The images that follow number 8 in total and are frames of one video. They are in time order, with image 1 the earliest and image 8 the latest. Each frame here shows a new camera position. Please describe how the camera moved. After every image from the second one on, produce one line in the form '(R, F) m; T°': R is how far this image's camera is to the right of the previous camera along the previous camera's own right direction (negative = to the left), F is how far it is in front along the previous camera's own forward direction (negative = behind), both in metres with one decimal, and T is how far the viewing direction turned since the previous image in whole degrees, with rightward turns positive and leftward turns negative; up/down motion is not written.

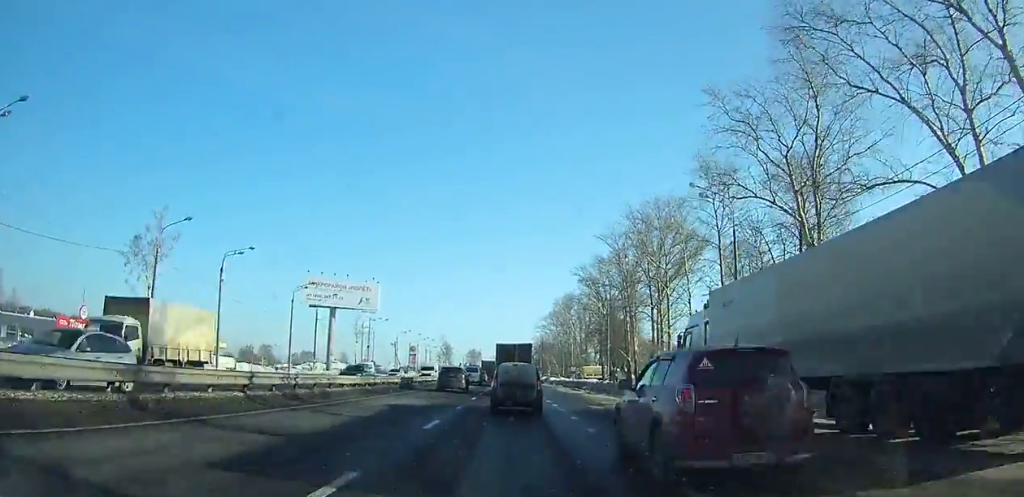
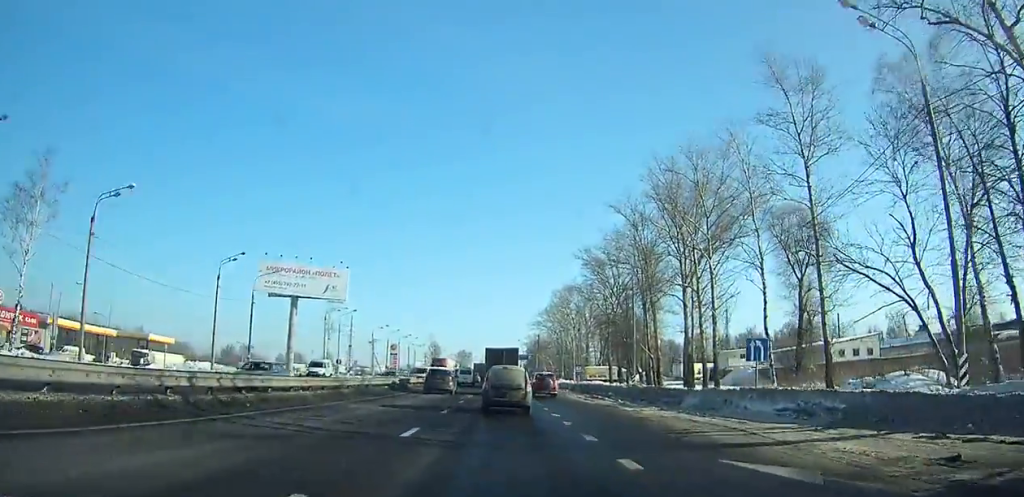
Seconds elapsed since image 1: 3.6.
(0.0, +18.6) m; 0°
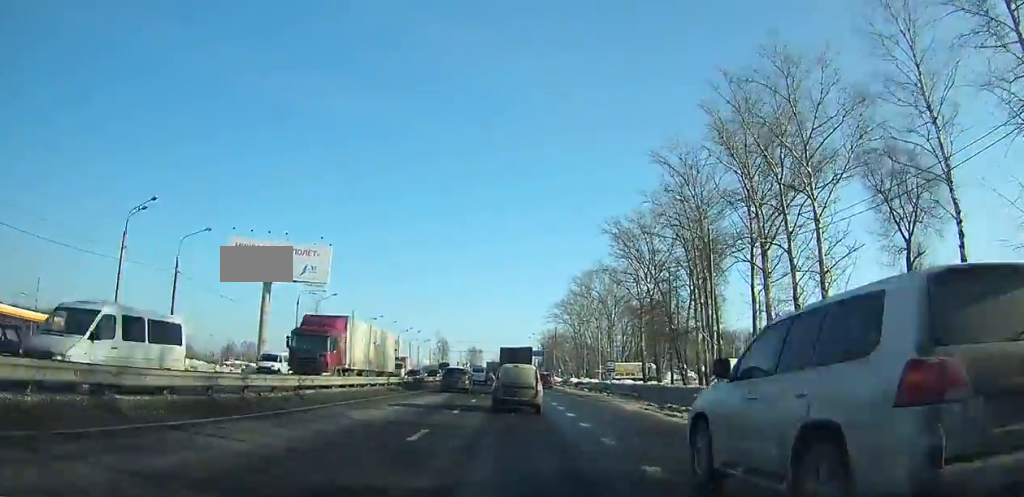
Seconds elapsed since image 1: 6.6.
(-0.1, +15.3) m; -1°
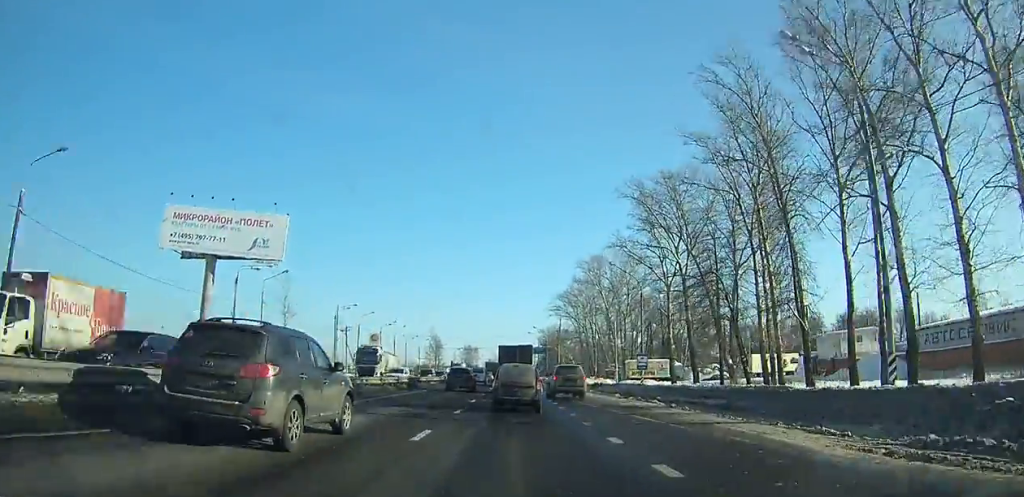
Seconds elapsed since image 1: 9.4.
(-0.1, +15.4) m; -1°
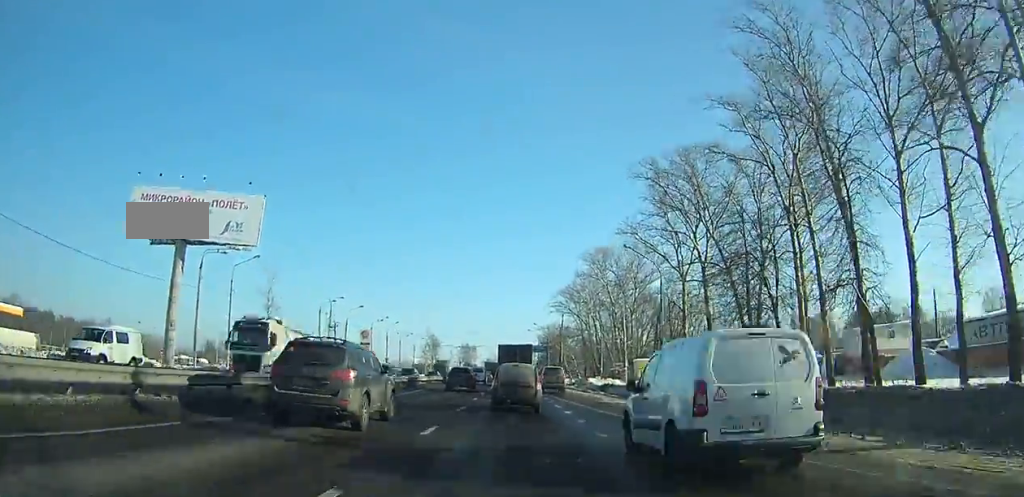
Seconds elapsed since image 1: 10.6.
(-0.1, +7.4) m; 0°
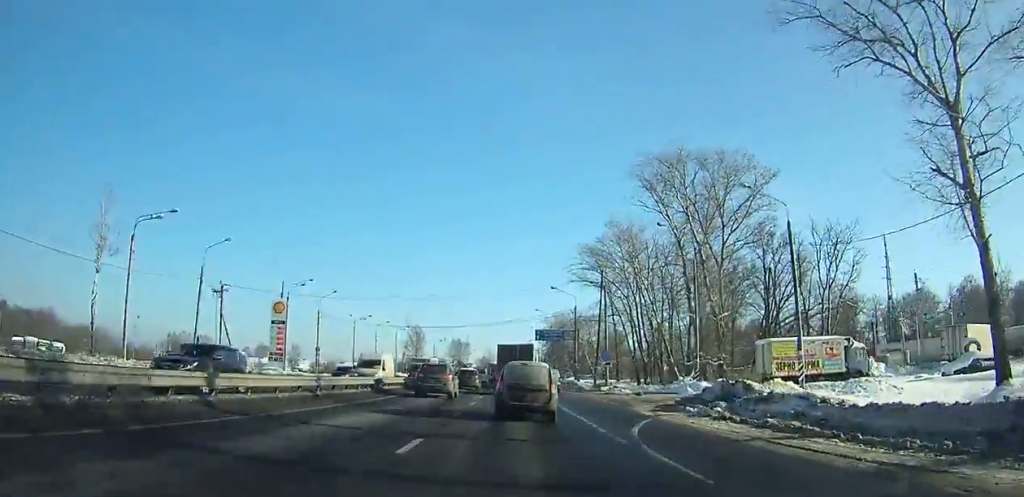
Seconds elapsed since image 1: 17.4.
(+0.5, +44.4) m; +2°
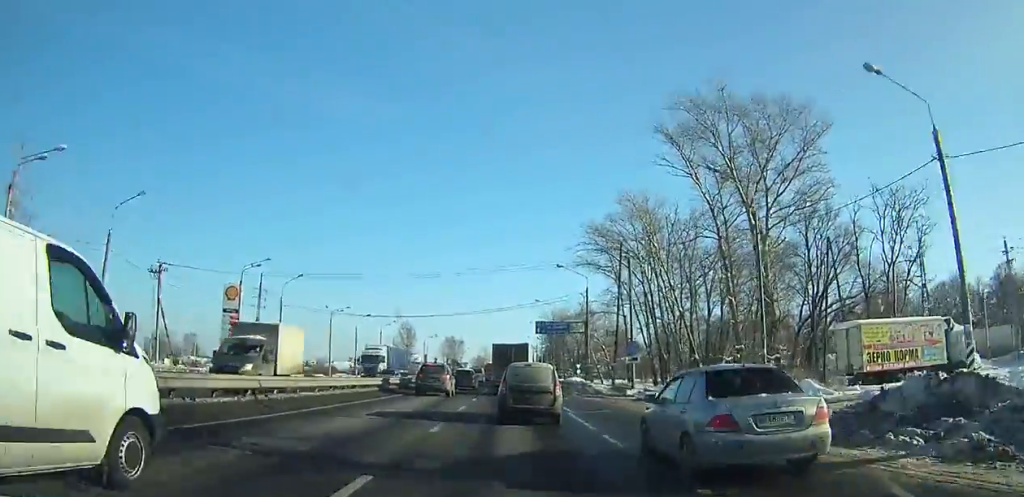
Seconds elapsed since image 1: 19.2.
(0.0, +12.1) m; 0°
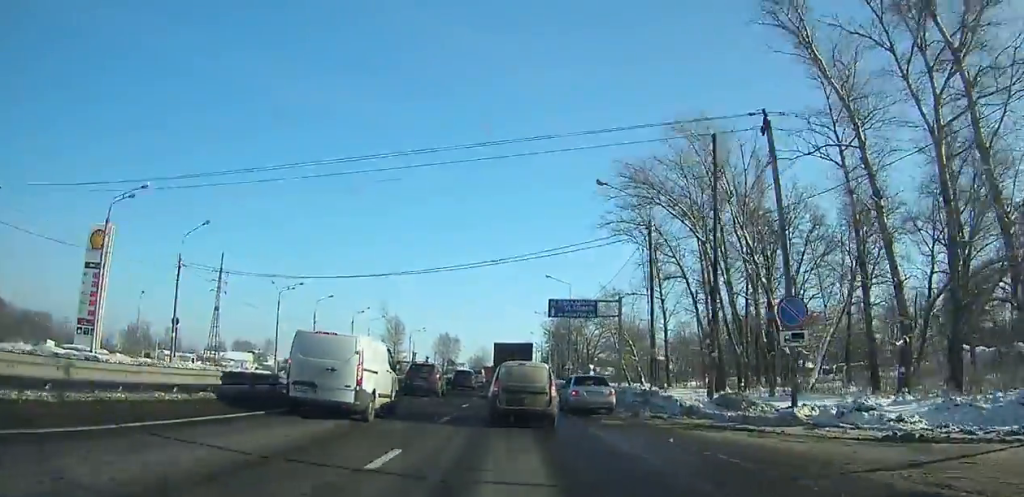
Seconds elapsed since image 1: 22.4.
(-0.2, +21.5) m; -2°
